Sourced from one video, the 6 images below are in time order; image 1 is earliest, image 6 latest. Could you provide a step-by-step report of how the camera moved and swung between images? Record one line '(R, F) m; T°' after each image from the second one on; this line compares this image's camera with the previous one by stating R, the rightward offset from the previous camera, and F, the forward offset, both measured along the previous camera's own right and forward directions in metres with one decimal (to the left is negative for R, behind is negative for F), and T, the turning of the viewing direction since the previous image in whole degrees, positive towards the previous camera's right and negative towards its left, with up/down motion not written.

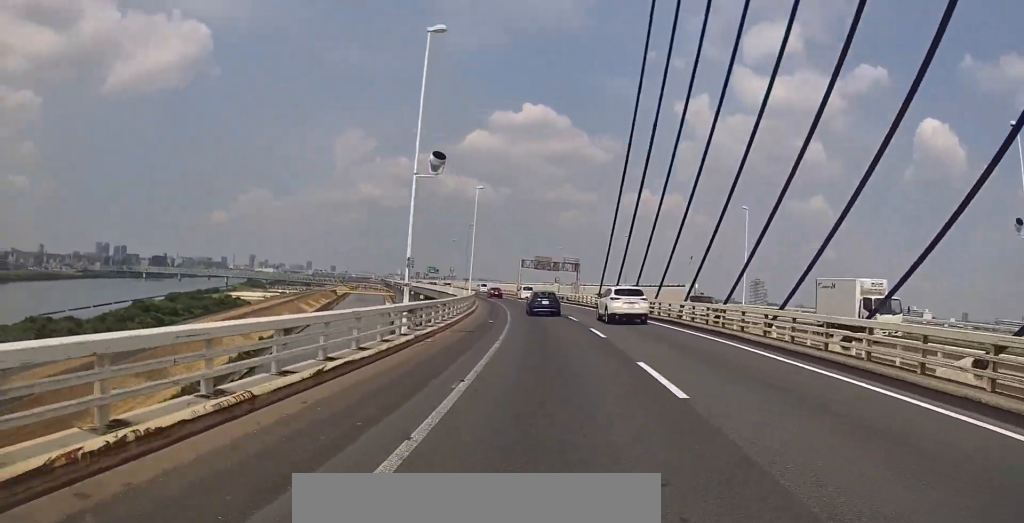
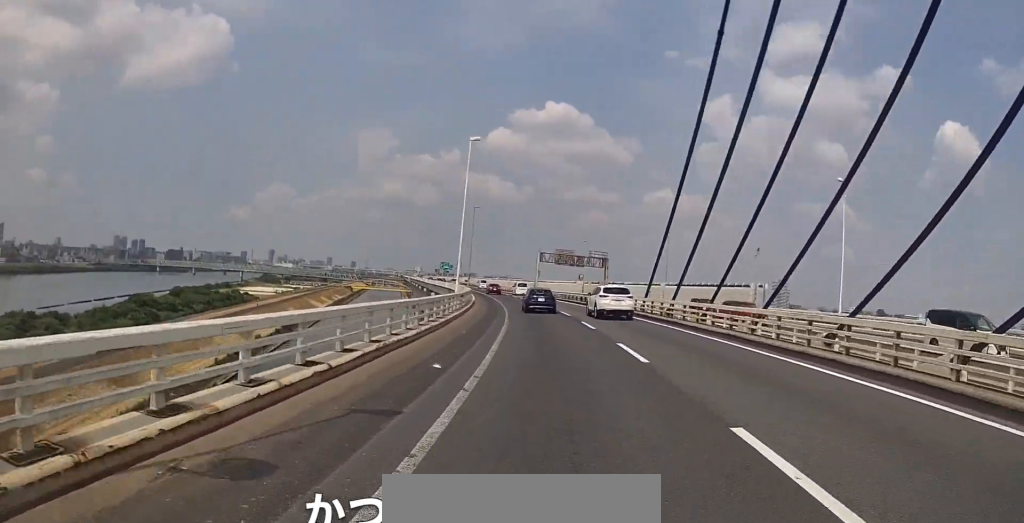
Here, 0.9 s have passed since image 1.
(0.0, +17.8) m; -1°
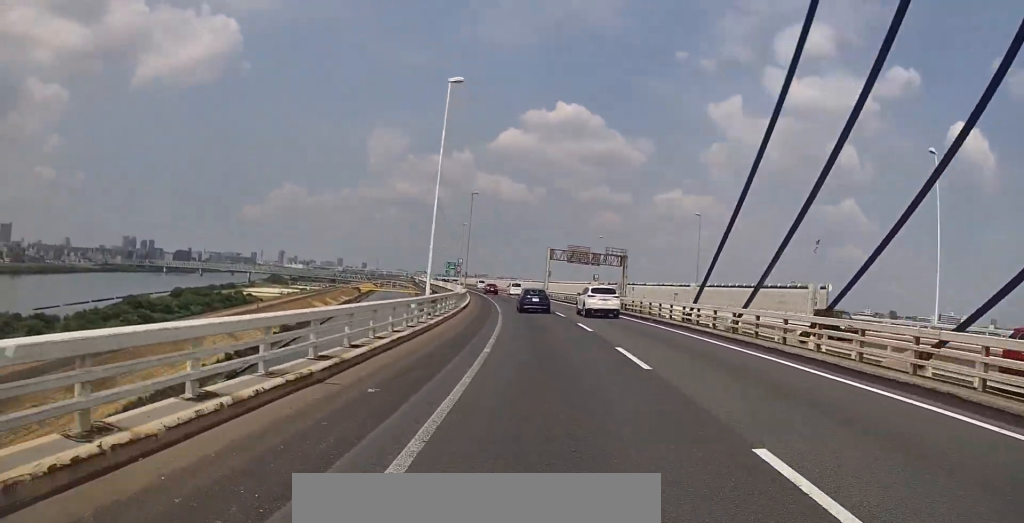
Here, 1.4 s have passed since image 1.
(0.0, +11.4) m; 0°
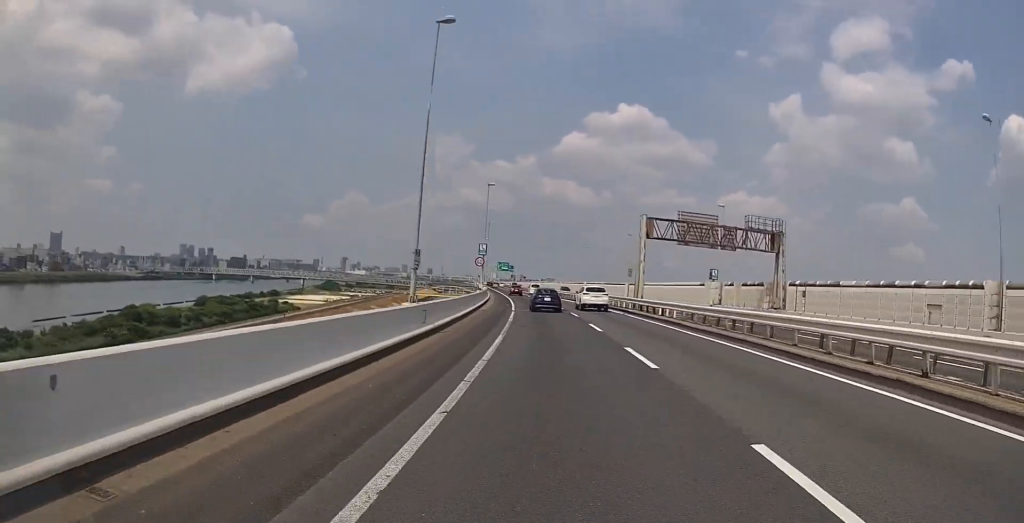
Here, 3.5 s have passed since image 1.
(-1.4, +40.2) m; -6°
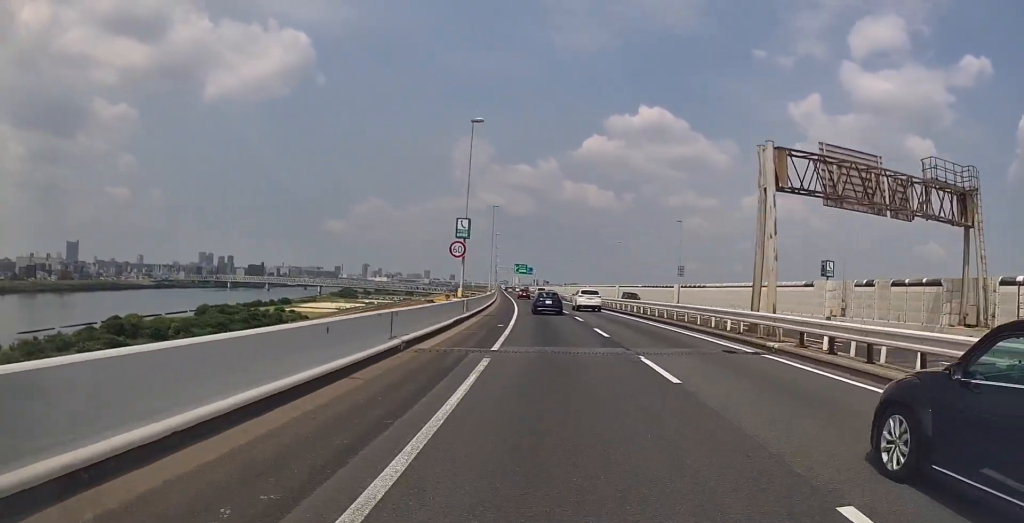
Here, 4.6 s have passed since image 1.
(-1.0, +21.0) m; -4°
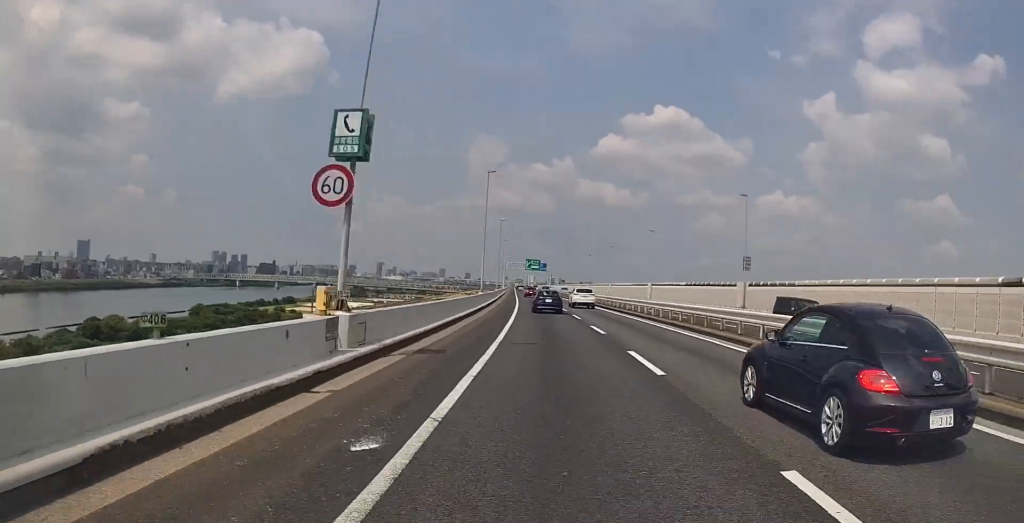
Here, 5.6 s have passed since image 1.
(-0.5, +18.7) m; -3°
